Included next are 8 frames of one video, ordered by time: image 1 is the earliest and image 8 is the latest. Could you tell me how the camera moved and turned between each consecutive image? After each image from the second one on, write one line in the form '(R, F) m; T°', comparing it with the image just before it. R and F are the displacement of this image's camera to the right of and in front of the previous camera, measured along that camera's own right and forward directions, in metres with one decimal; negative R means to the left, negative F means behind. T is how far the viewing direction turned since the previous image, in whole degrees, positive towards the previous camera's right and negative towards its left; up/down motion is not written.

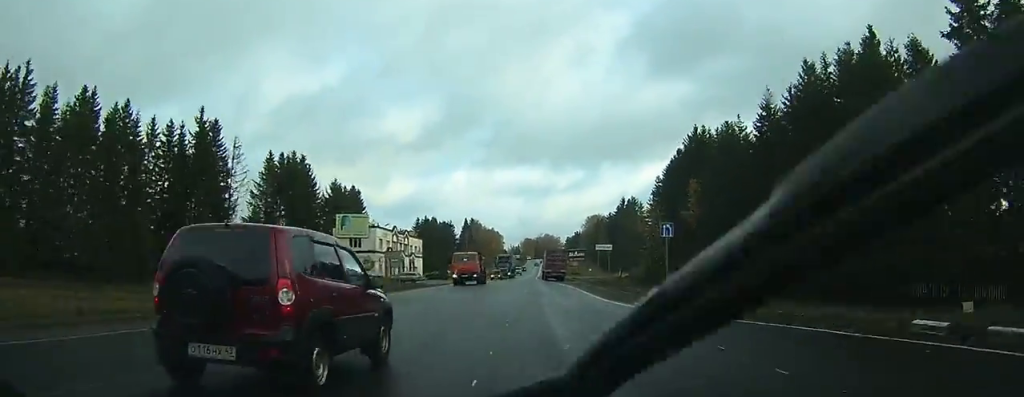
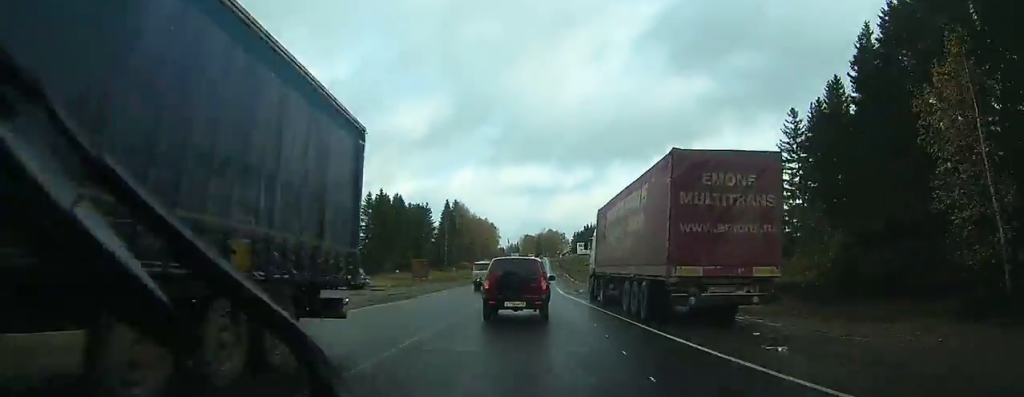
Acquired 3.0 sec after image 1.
(-0.5, +59.7) m; 0°
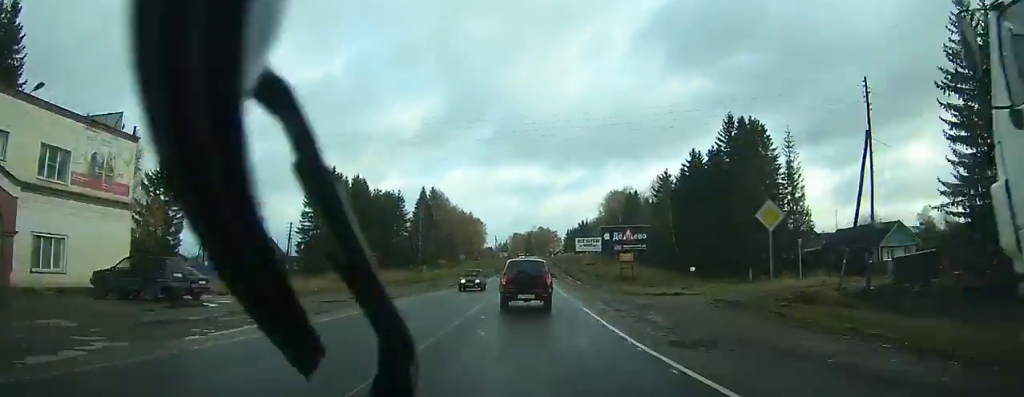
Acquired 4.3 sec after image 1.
(+0.1, +26.0) m; 0°
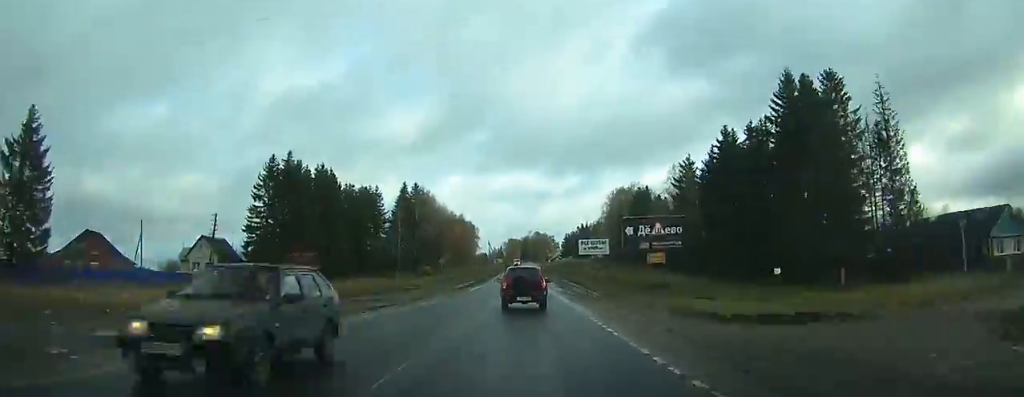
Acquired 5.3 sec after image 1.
(+0.1, +18.2) m; 0°
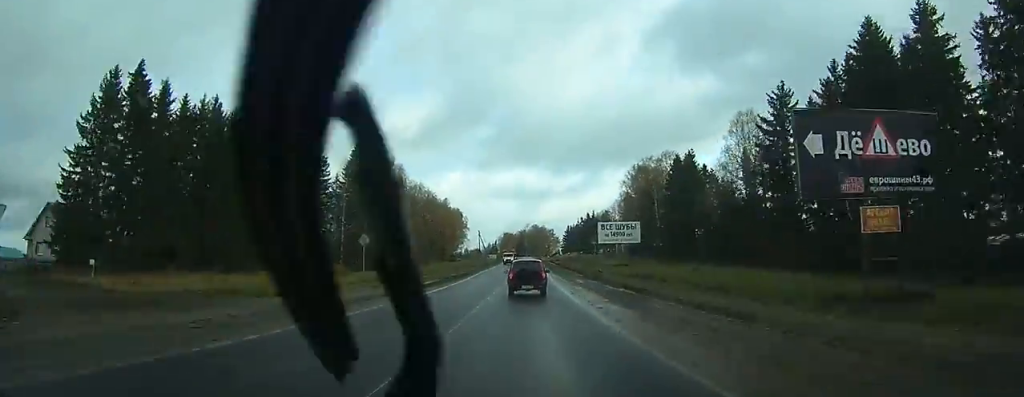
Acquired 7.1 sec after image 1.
(+0.1, +35.3) m; 0°
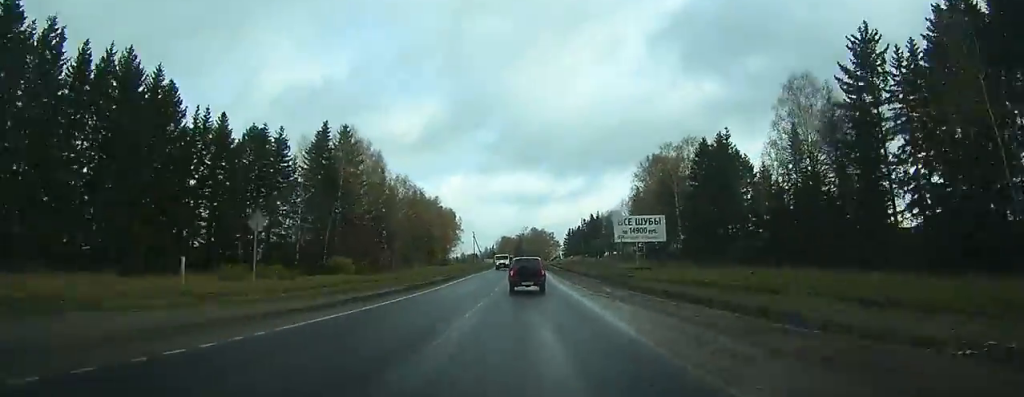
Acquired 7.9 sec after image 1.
(0.0, +15.8) m; 0°
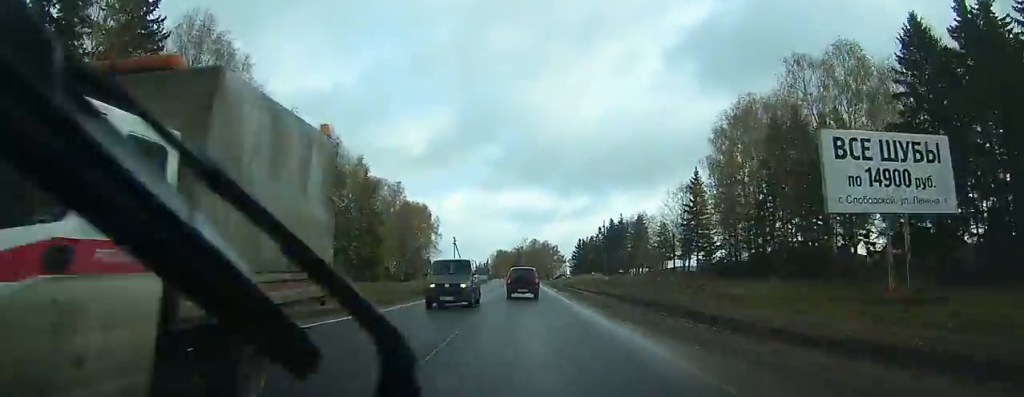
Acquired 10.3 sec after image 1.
(+0.5, +47.8) m; +1°
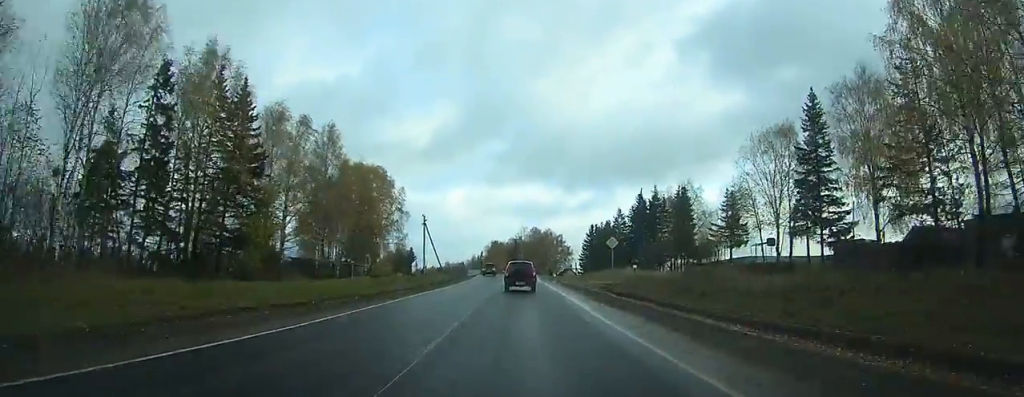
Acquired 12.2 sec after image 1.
(+0.2, +38.5) m; 0°
